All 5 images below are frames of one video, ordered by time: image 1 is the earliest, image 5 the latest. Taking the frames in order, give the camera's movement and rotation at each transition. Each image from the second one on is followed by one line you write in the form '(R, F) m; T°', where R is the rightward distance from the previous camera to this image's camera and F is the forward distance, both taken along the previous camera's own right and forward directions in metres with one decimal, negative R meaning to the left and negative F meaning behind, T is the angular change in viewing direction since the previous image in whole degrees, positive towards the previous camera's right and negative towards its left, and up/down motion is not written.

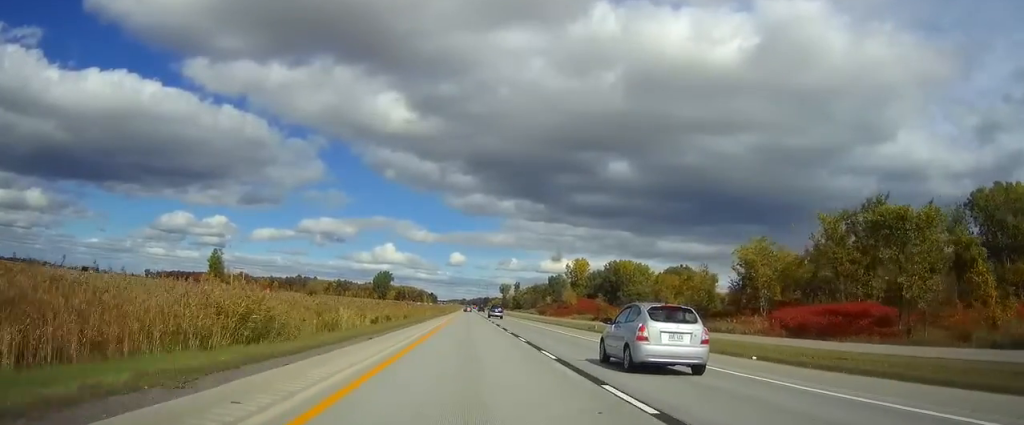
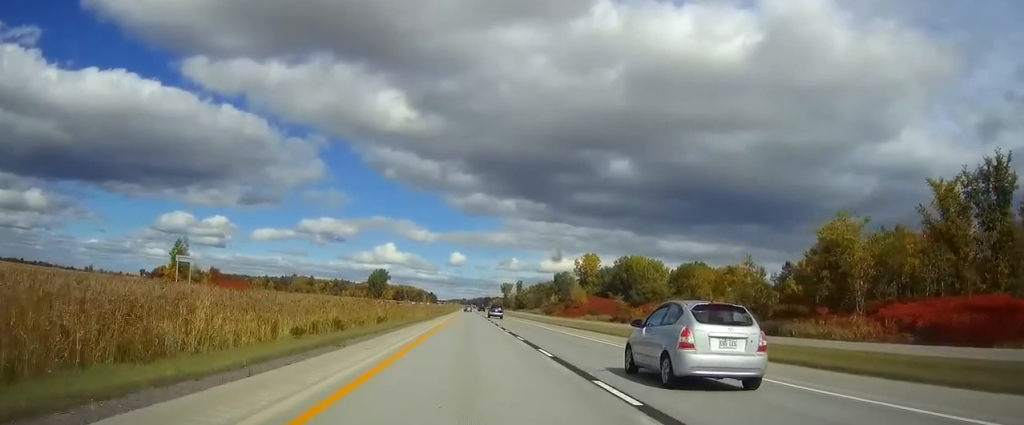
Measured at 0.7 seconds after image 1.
(0.0, +26.1) m; 0°
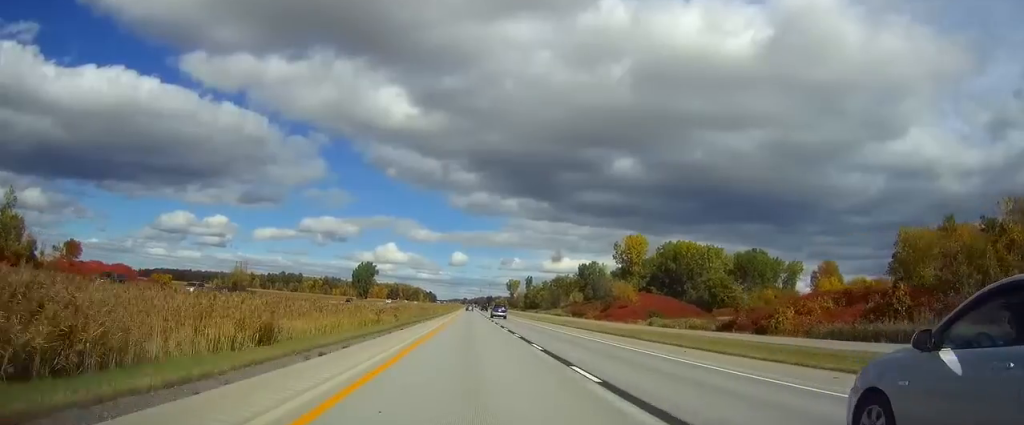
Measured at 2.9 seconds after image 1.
(0.0, +77.4) m; 0°
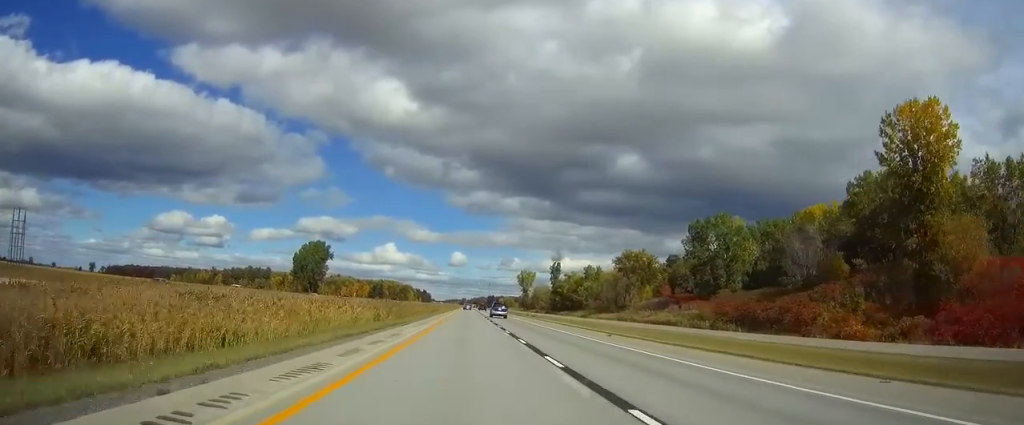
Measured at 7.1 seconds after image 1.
(+0.3, +149.2) m; 0°
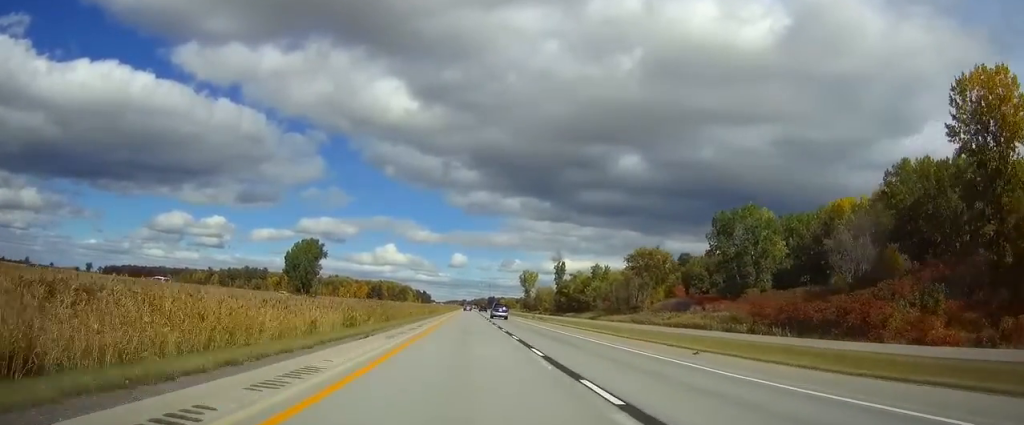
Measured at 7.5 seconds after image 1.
(0.0, +14.3) m; 0°
